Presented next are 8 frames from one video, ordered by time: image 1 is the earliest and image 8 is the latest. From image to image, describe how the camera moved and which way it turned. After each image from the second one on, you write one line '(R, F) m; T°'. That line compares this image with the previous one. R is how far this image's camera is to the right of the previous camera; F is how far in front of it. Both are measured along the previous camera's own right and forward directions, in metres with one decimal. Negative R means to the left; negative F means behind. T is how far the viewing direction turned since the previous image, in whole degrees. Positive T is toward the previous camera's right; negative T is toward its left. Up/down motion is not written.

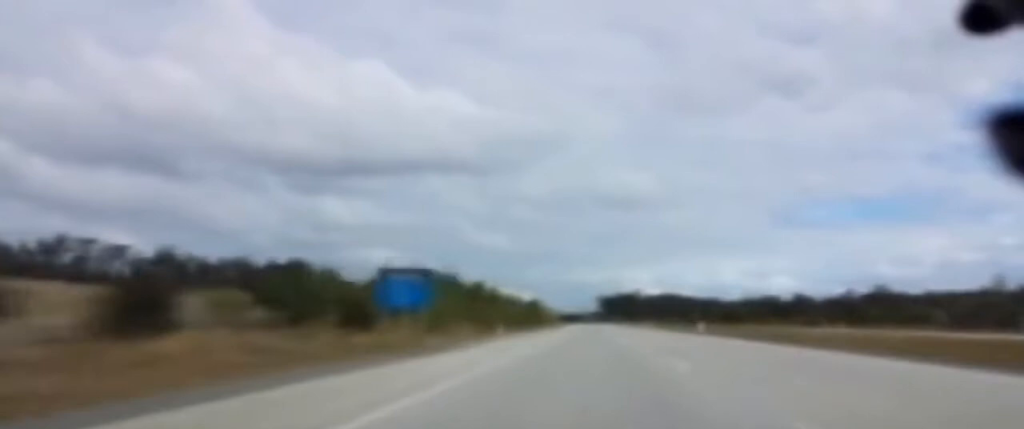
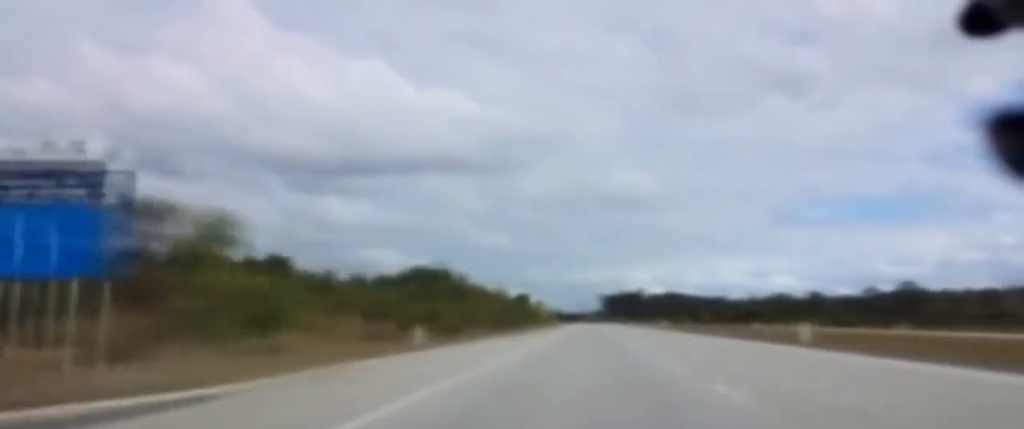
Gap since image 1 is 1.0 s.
(-0.2, +30.4) m; 0°
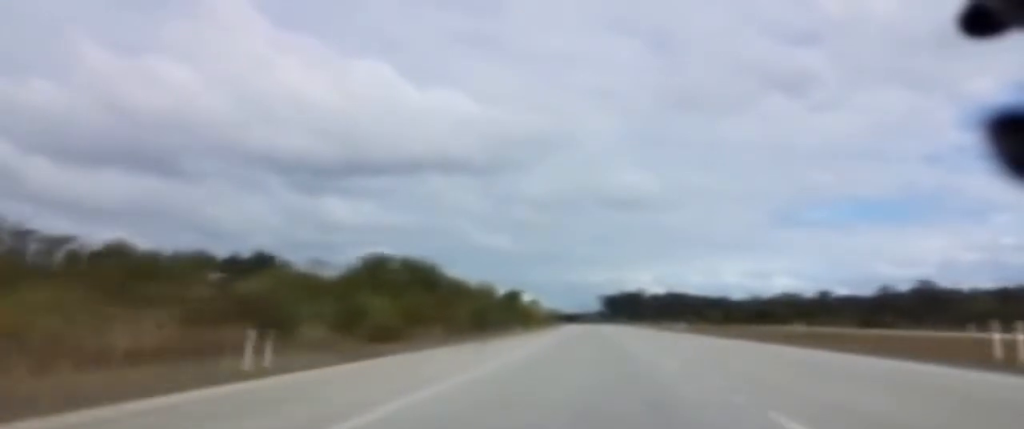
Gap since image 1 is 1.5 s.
(0.0, +16.2) m; 0°
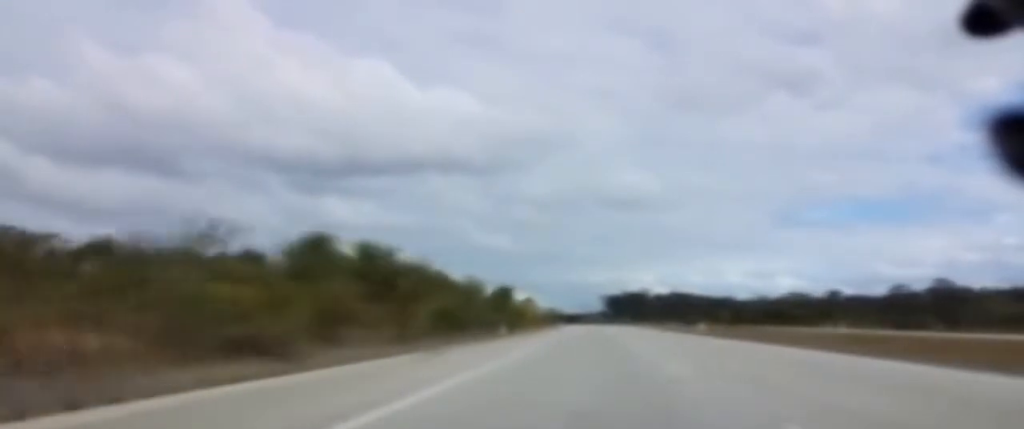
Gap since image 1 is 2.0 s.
(+0.1, +13.2) m; 0°
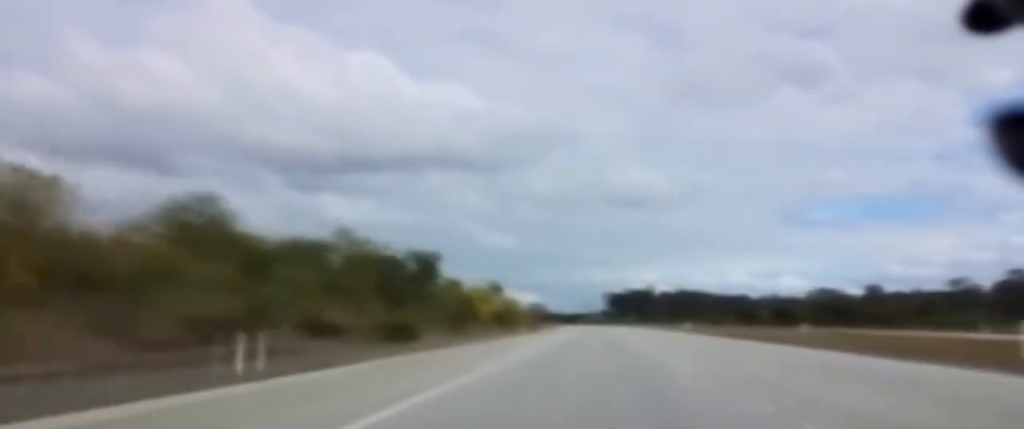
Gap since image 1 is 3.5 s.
(+0.3, +47.6) m; 0°
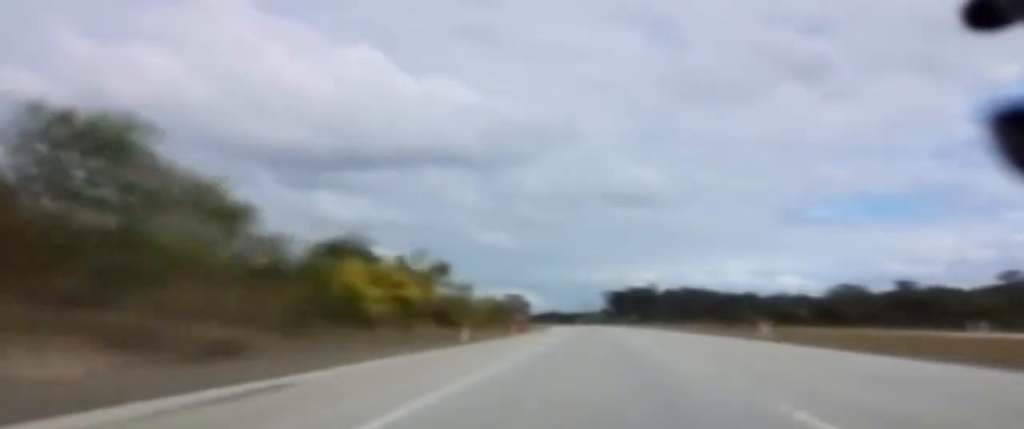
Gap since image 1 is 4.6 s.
(-0.4, +33.5) m; 0°
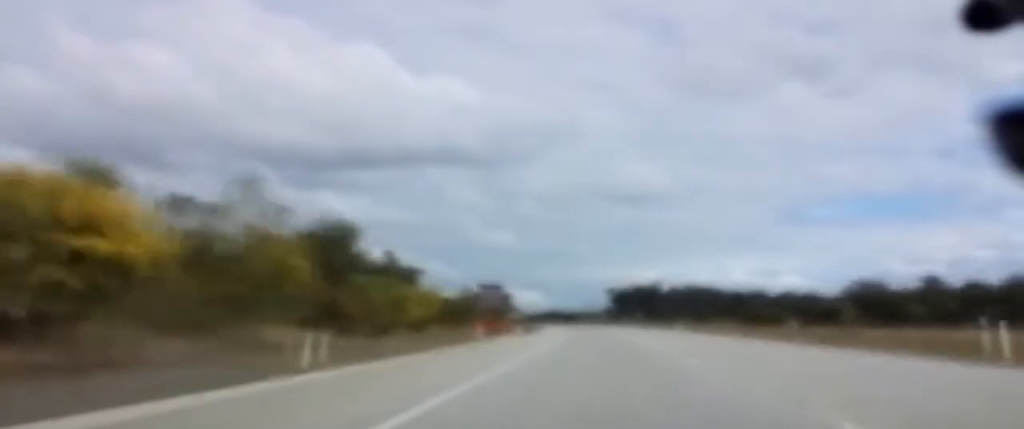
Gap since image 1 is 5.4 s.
(+0.1, +24.4) m; 0°
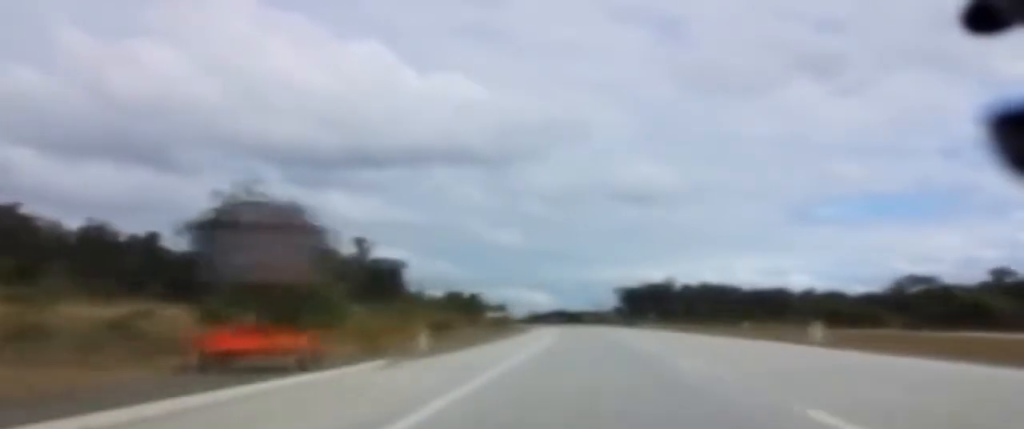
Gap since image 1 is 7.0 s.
(+0.1, +46.7) m; 0°
